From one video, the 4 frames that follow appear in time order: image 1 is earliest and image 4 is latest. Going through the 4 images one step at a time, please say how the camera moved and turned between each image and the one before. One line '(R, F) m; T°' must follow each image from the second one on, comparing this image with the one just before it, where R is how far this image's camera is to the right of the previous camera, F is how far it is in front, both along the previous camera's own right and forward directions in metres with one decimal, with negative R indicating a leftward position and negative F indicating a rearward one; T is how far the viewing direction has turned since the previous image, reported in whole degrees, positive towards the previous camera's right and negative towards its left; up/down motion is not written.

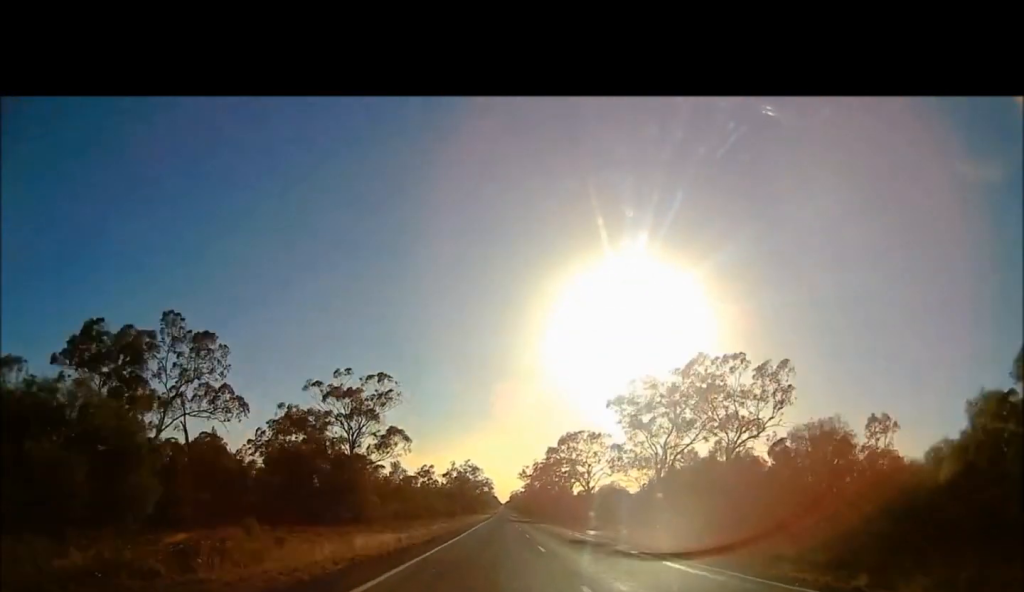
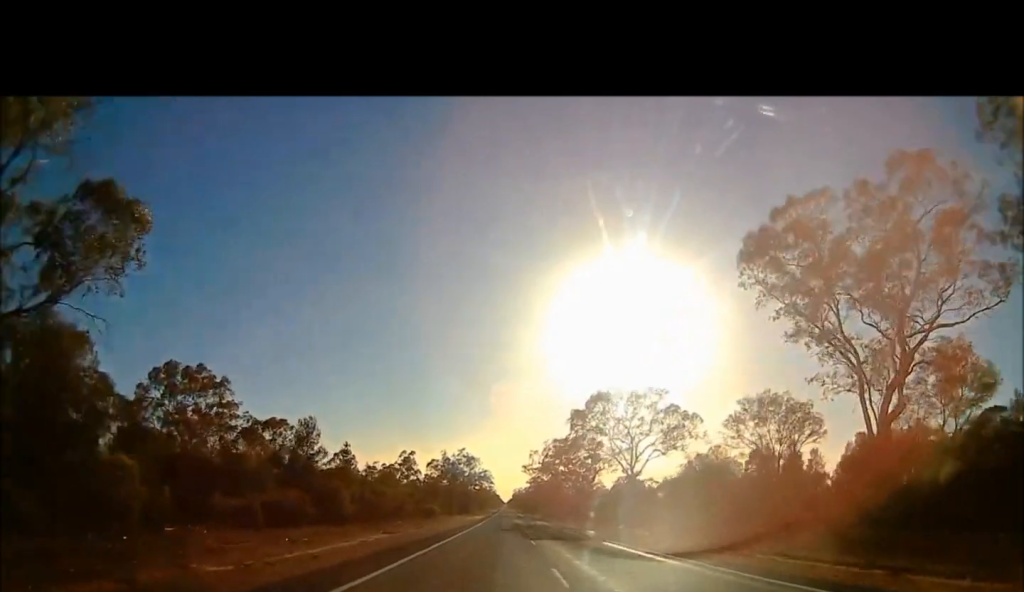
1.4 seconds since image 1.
(-0.5, +45.5) m; 0°
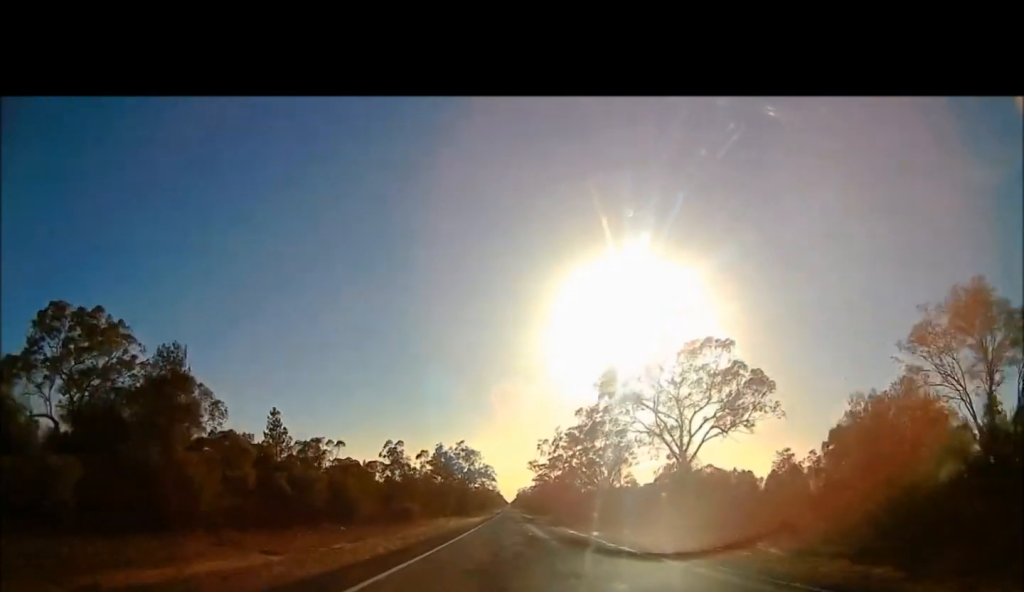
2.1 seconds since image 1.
(+0.4, +24.4) m; +1°
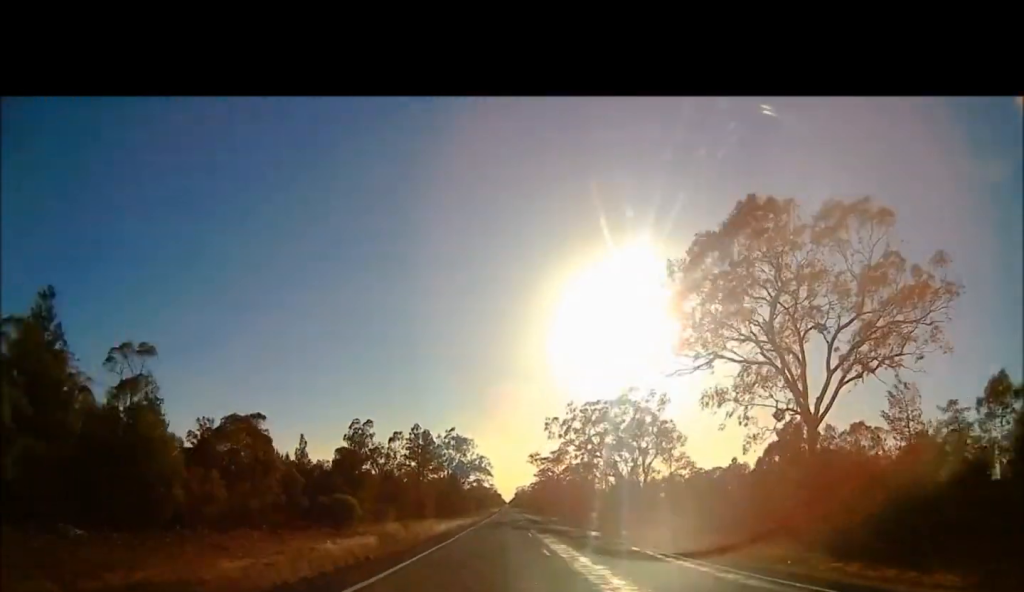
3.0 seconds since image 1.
(0.0, +28.9) m; -1°
